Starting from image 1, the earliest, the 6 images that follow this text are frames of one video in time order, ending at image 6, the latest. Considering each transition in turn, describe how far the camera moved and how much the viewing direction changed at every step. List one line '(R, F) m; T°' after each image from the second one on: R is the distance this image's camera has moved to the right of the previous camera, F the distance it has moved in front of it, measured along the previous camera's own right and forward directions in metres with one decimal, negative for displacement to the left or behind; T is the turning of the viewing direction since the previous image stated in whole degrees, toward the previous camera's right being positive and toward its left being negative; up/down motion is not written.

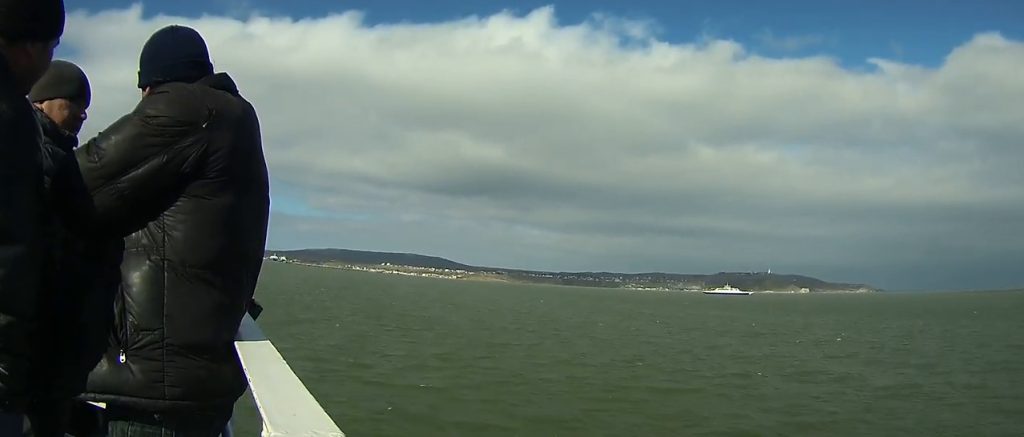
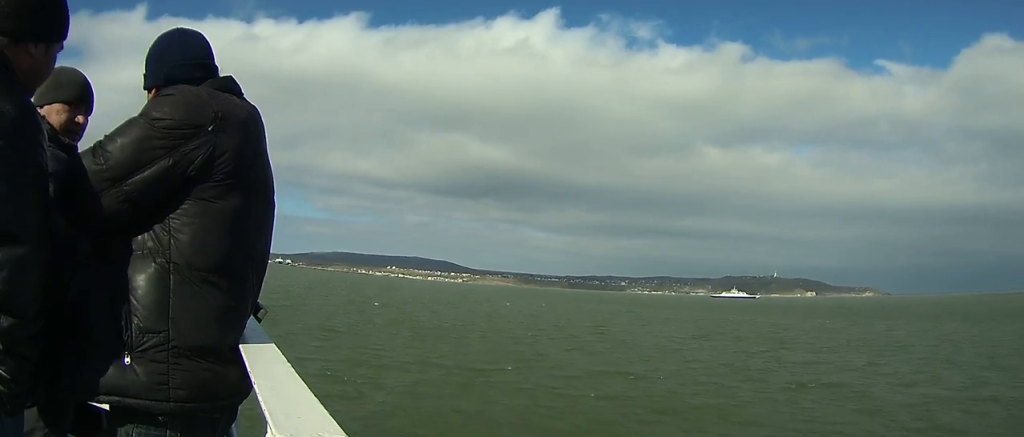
(0.0, +4.3) m; -1°
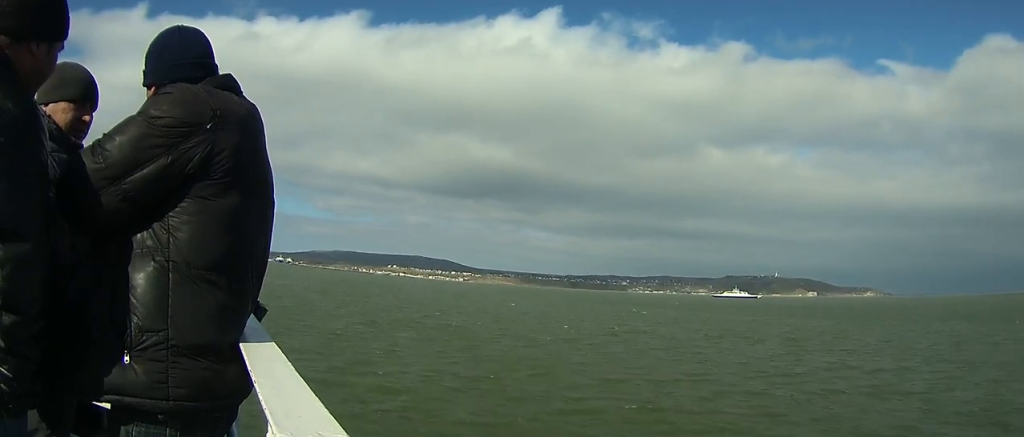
(-0.1, +3.2) m; -1°
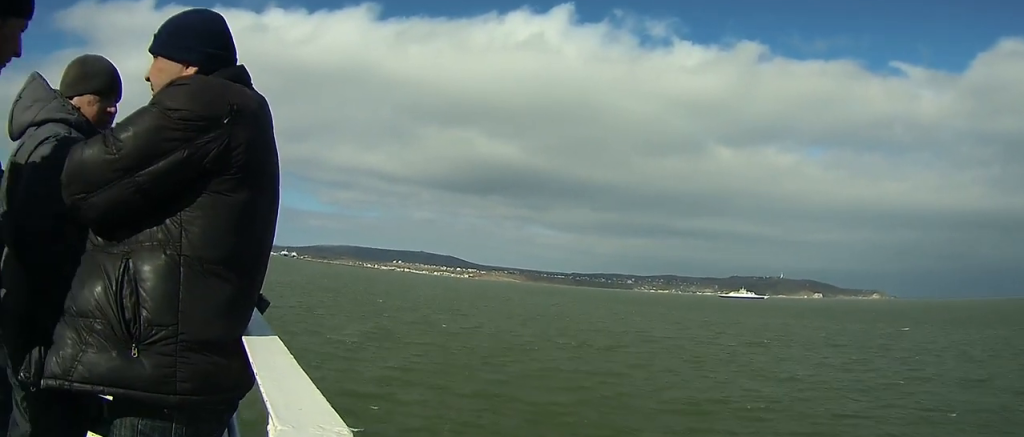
(0.0, +8.7) m; 0°
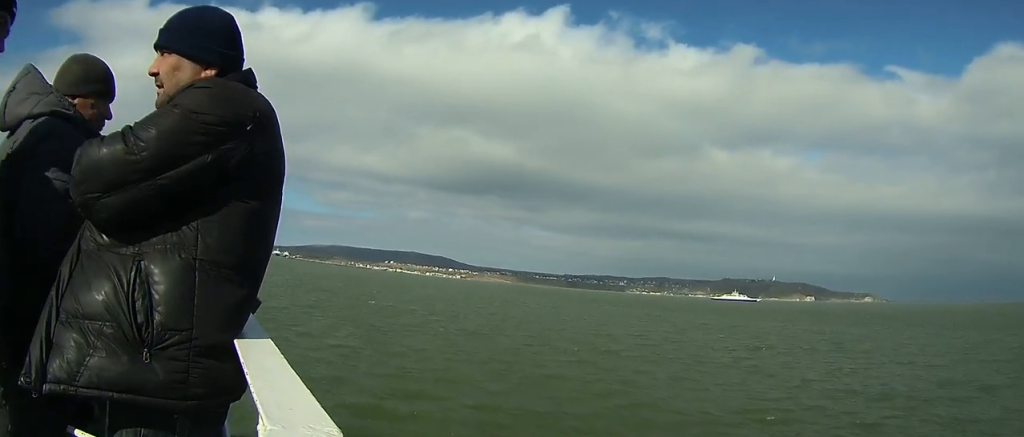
(0.0, +2.1) m; 0°
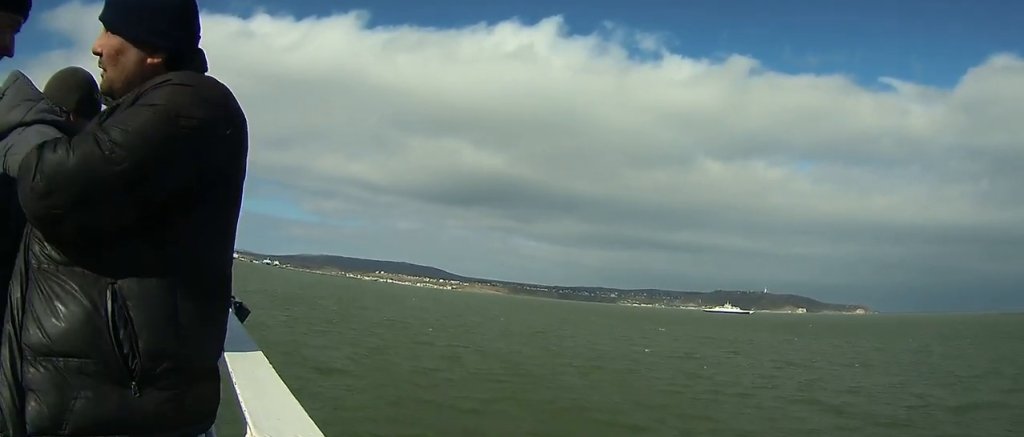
(-0.1, +4.8) m; -2°
